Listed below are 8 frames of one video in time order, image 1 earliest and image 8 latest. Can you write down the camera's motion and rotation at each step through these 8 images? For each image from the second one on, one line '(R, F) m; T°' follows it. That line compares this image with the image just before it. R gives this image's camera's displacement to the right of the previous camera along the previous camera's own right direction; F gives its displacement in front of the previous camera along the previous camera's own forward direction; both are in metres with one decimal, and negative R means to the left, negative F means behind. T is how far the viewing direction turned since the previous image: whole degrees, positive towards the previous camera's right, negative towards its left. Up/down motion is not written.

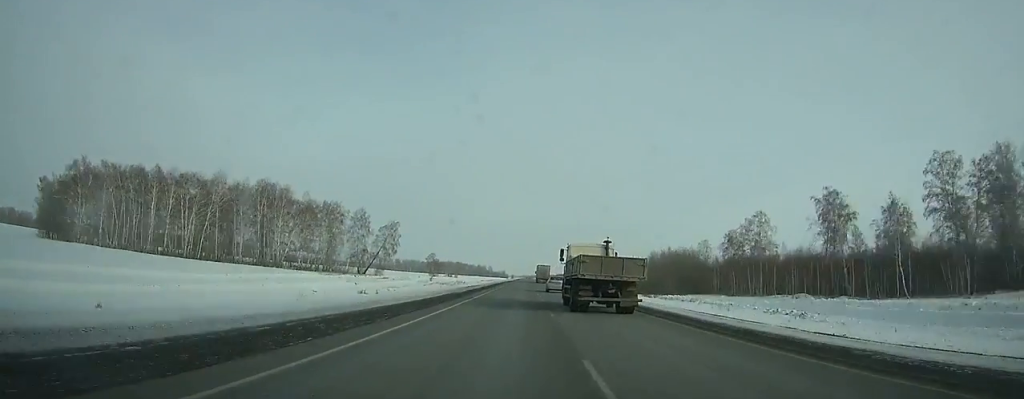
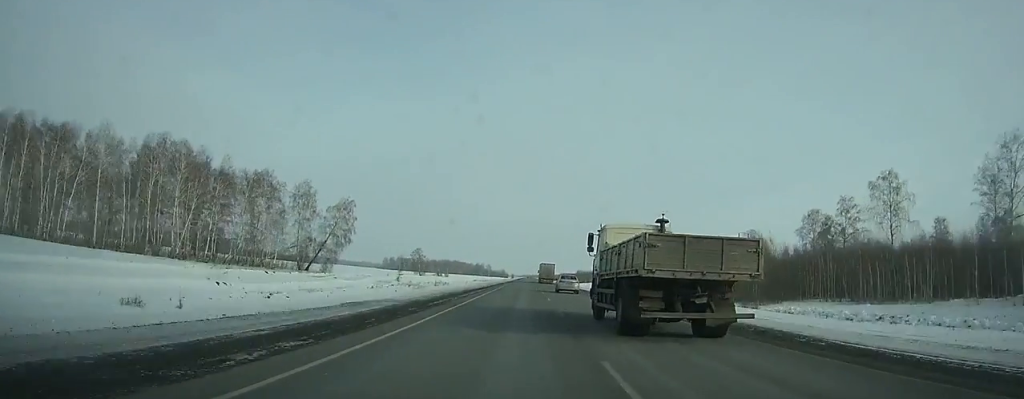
(+0.2, +47.4) m; 0°
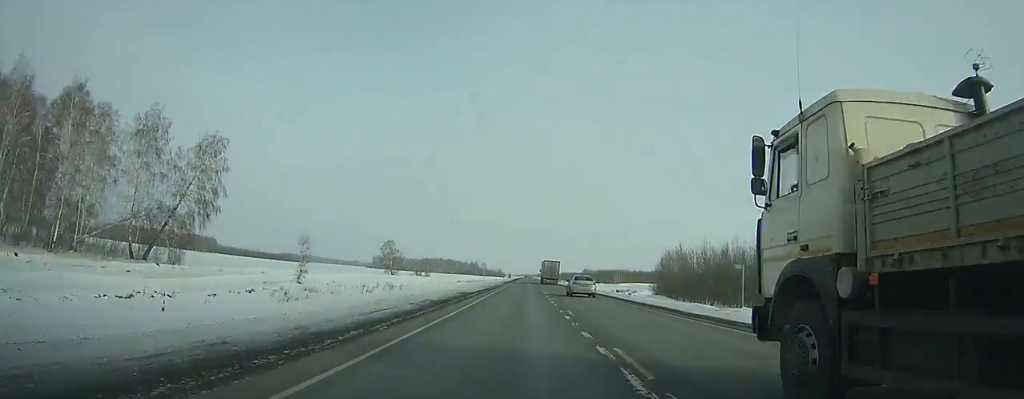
(-0.1, +55.2) m; +1°
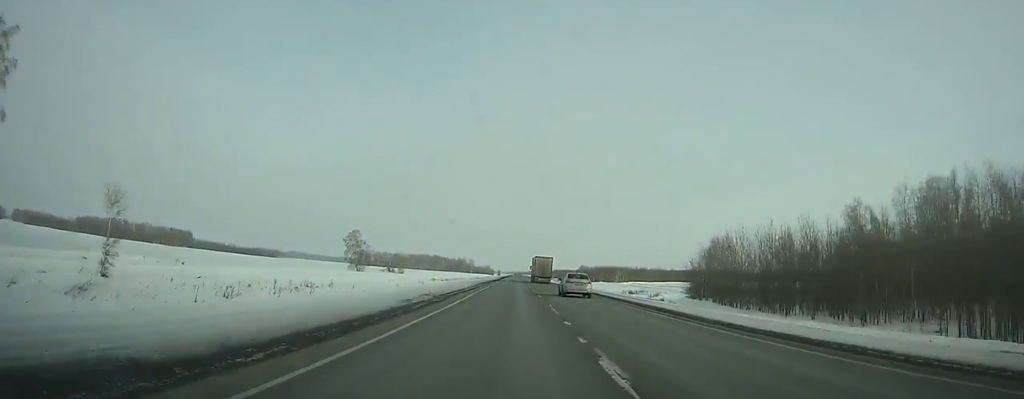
(-0.1, +35.5) m; 0°
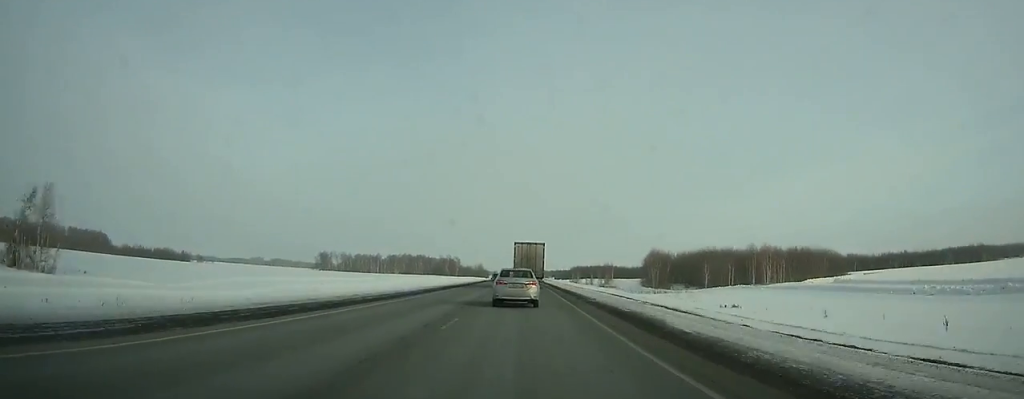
(+0.2, +171.8) m; -1°
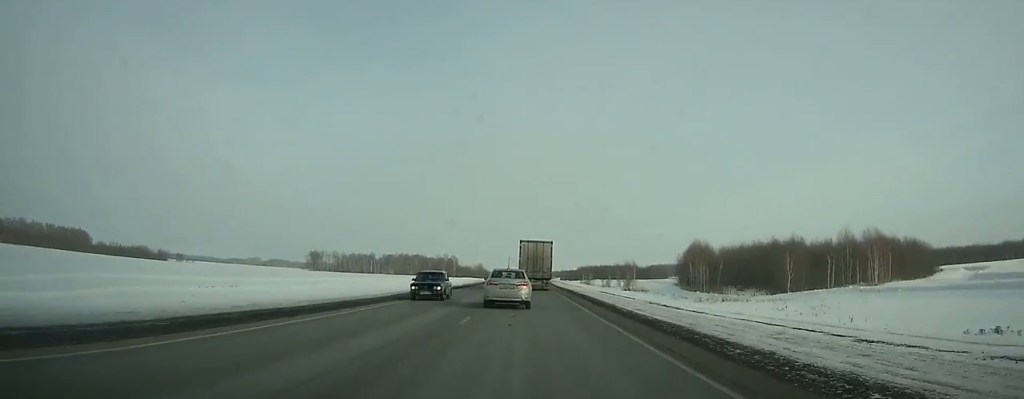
(-0.2, +35.4) m; 0°
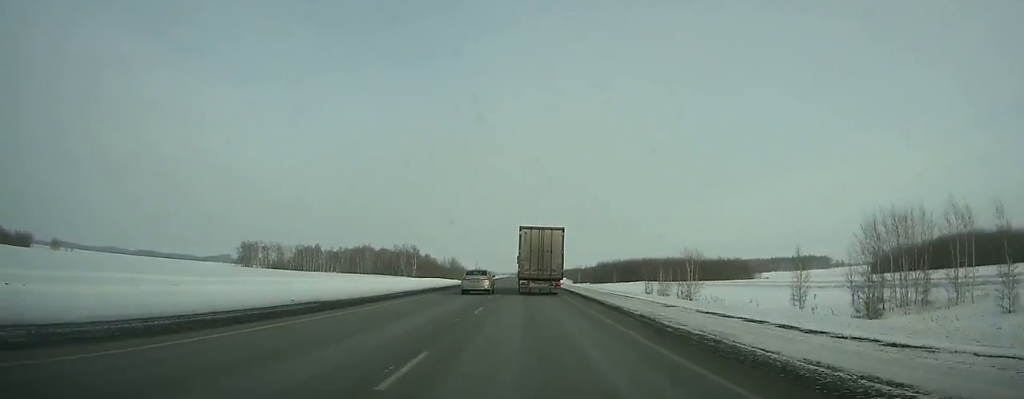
(+1.0, +127.6) m; +1°
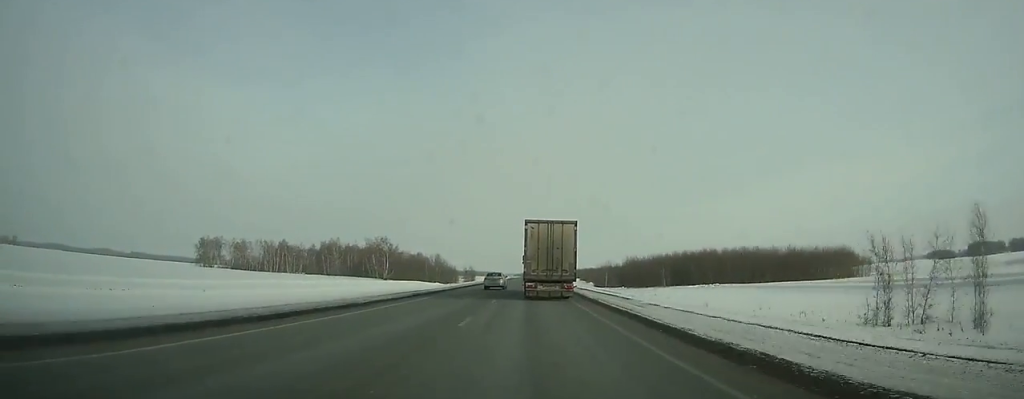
(-0.1, +62.0) m; 0°
